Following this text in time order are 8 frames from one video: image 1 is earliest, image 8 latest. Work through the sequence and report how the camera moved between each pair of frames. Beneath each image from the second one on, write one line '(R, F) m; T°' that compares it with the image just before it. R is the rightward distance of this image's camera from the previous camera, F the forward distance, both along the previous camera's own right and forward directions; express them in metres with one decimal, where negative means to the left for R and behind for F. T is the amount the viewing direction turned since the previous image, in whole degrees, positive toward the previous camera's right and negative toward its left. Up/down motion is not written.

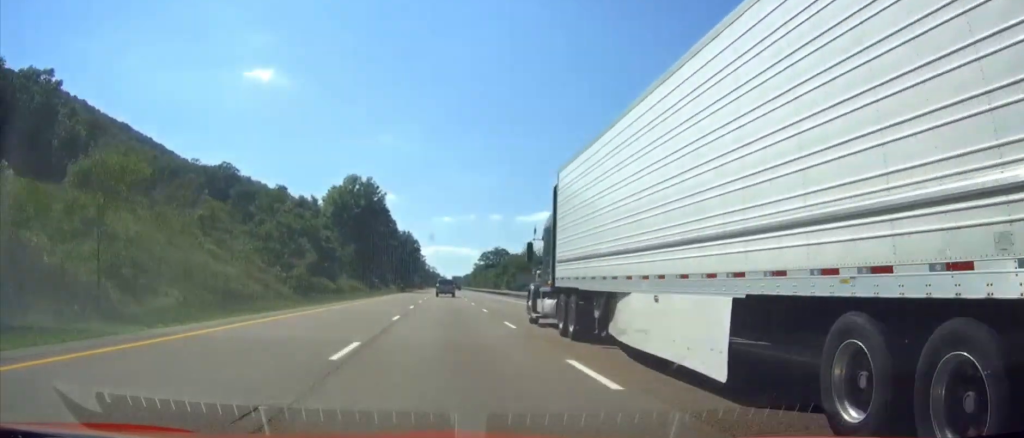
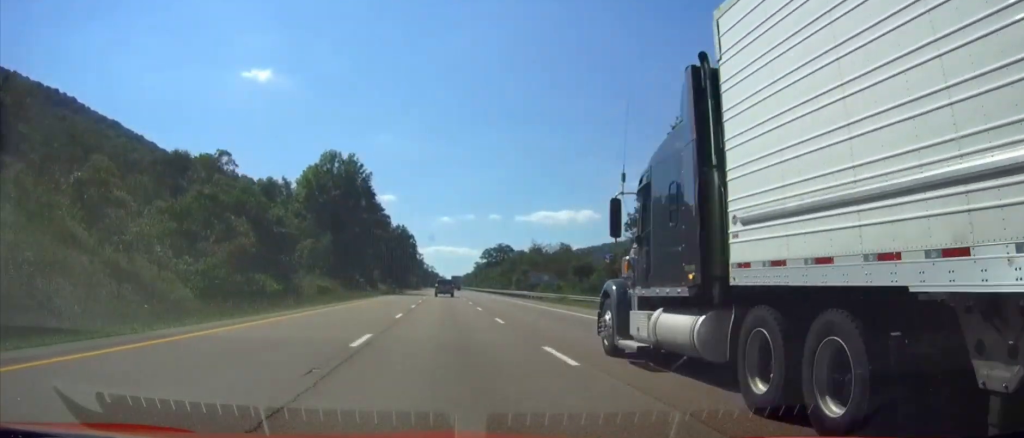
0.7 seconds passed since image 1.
(+0.1, +21.5) m; 0°
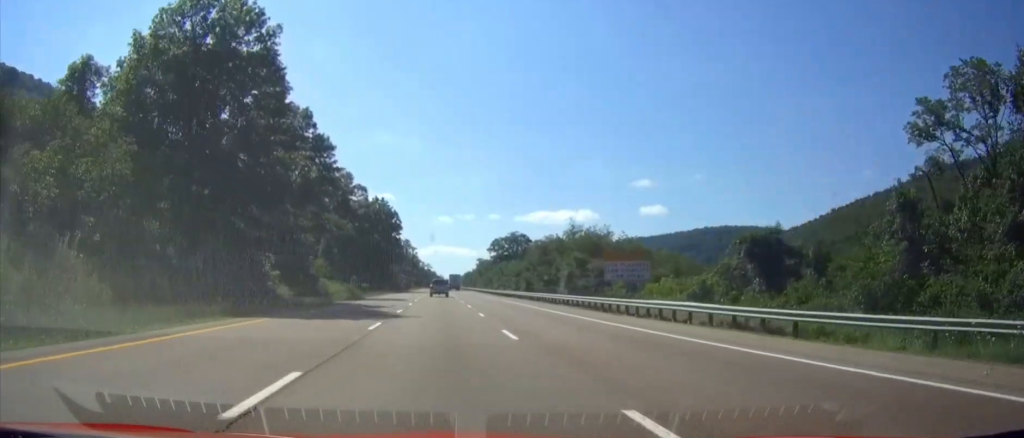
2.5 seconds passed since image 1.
(+0.3, +55.7) m; 0°
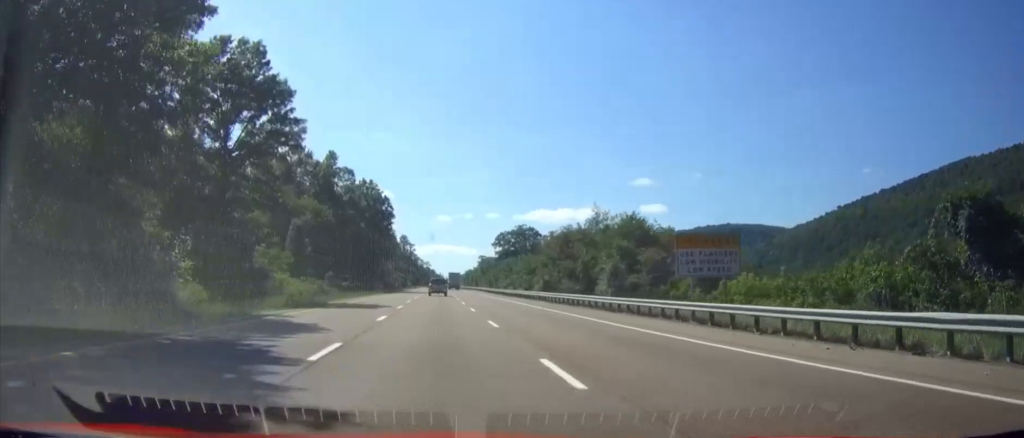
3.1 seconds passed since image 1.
(0.0, +19.7) m; -1°
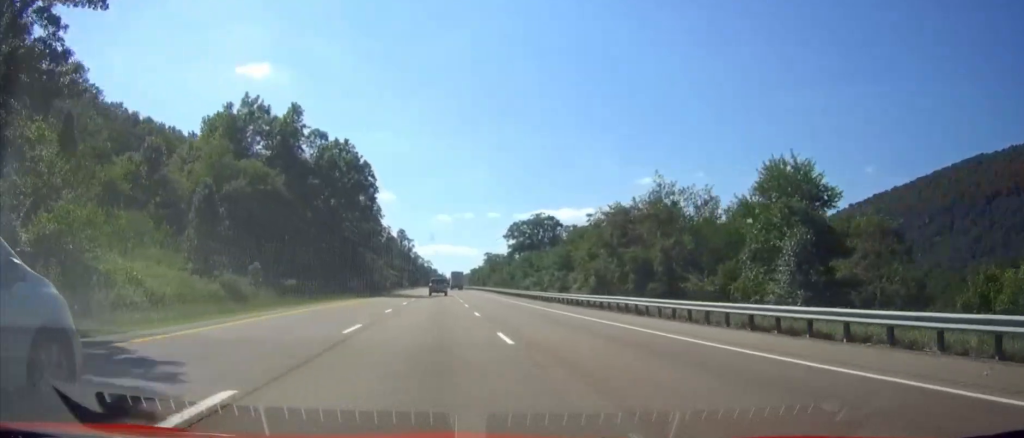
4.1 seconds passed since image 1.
(-0.4, +30.1) m; -1°
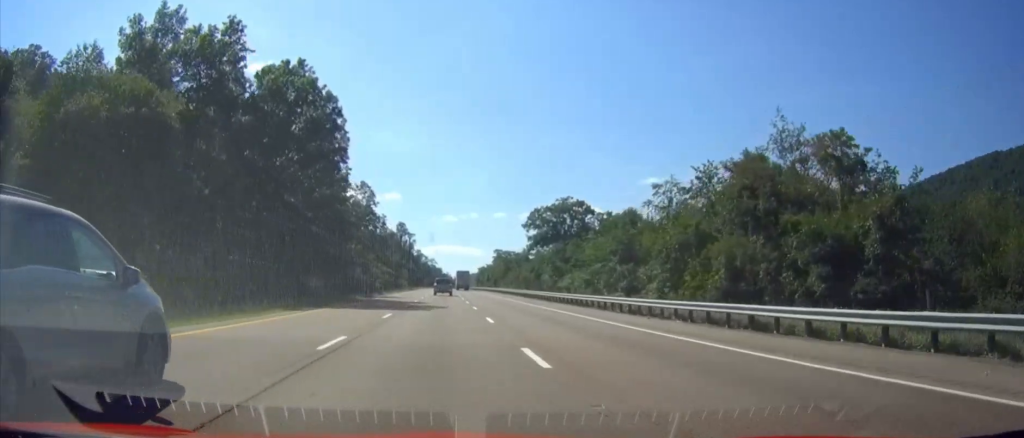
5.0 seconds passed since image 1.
(0.0, +28.1) m; 0°
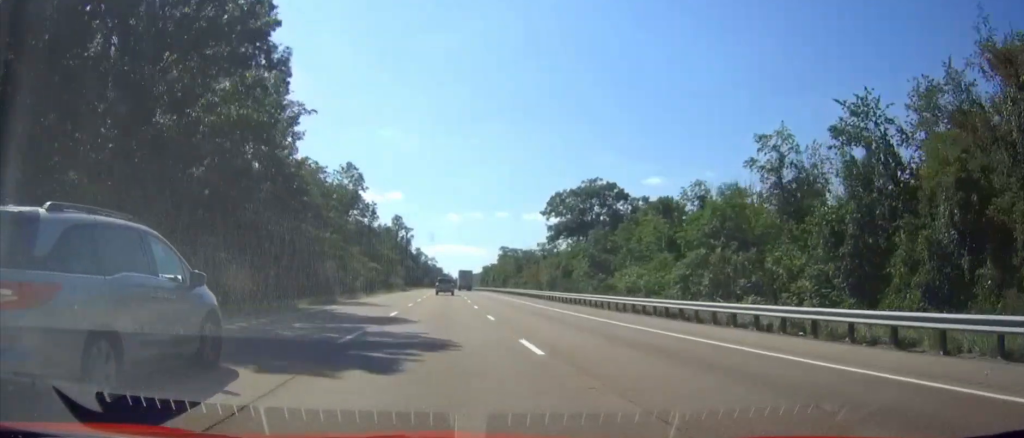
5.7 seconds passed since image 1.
(0.0, +22.9) m; 0°
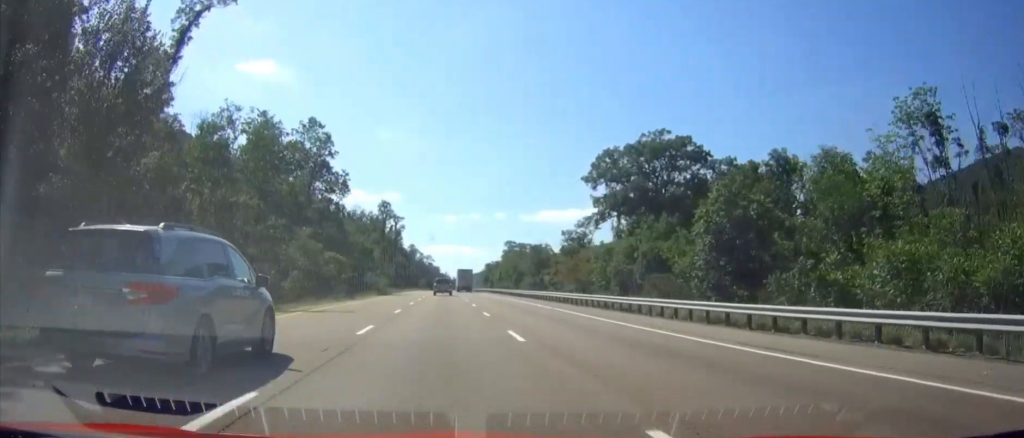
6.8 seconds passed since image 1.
(0.0, +33.3) m; 0°
